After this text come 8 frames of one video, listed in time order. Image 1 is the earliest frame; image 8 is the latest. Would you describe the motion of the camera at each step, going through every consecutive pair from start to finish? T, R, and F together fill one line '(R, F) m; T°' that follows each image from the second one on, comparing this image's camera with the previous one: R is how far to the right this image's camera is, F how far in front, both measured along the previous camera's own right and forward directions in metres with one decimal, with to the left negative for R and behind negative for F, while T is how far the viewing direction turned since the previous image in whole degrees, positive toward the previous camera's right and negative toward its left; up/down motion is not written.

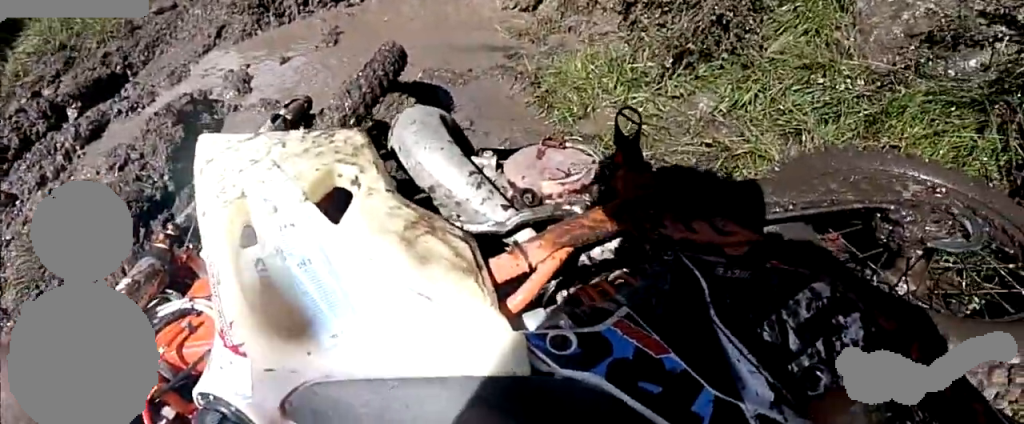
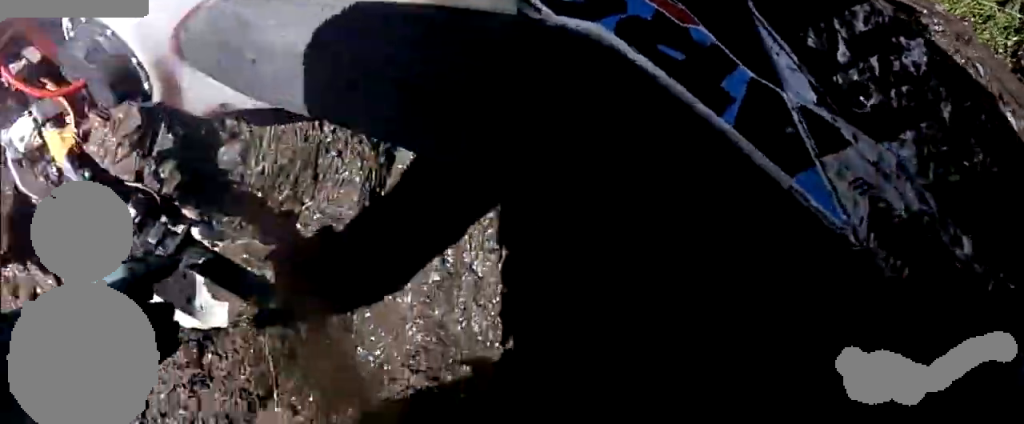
(0.0, 0.0) m; 0°
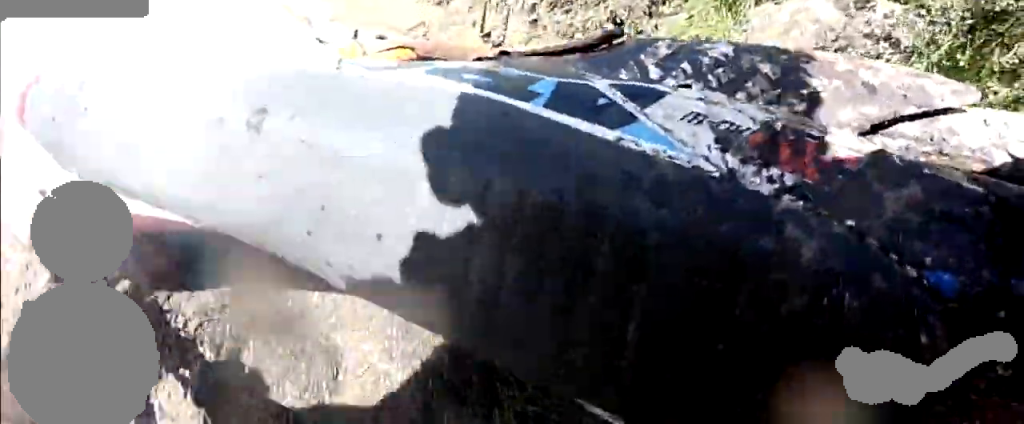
(0.0, 0.0) m; 0°
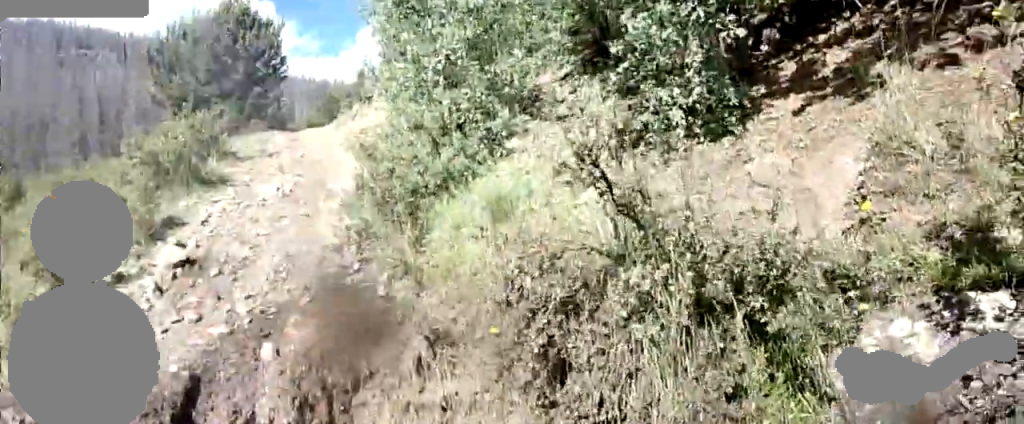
(0.0, 0.0) m; 0°
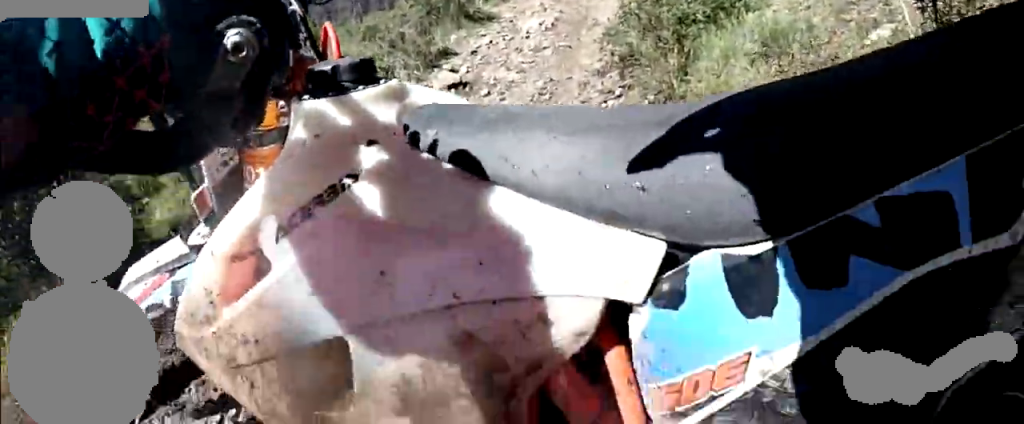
(0.0, 0.0) m; 0°
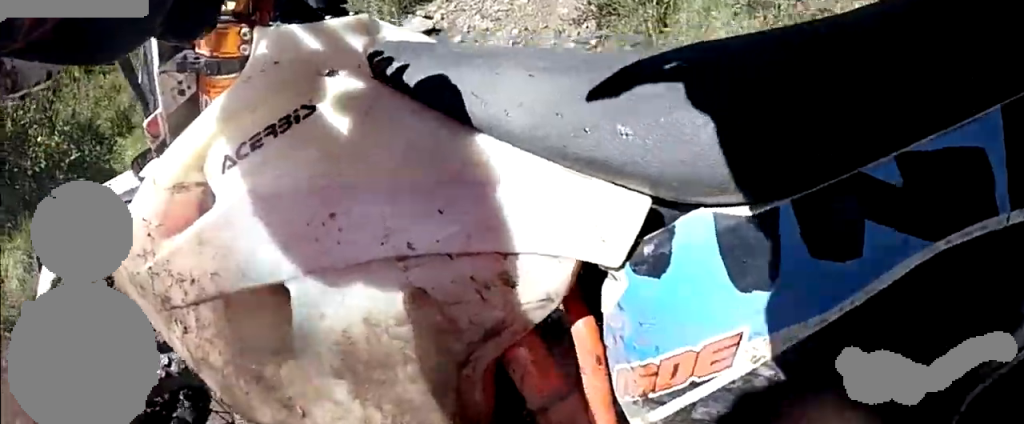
(0.0, 0.0) m; 0°
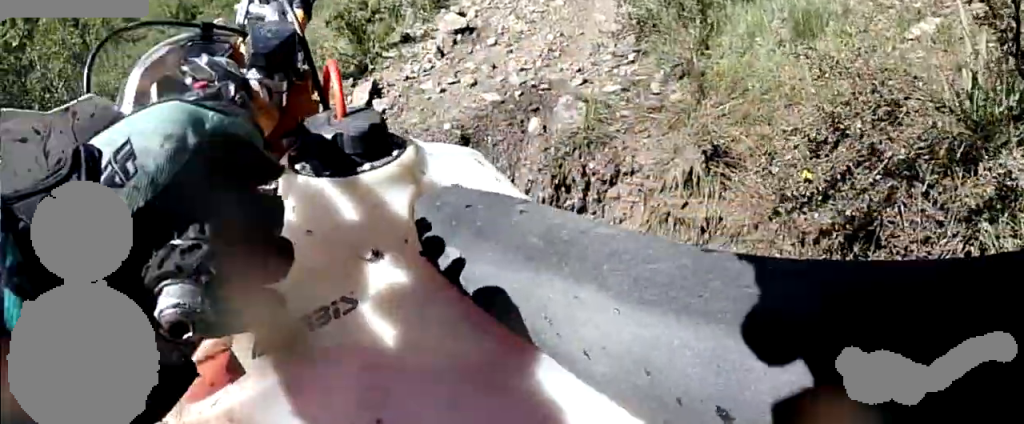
(0.0, 0.0) m; 0°
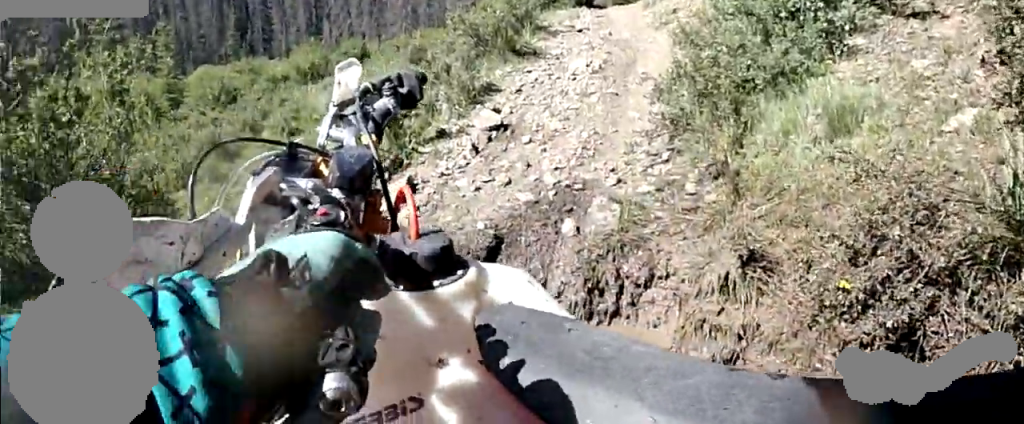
(0.0, 0.0) m; 0°
